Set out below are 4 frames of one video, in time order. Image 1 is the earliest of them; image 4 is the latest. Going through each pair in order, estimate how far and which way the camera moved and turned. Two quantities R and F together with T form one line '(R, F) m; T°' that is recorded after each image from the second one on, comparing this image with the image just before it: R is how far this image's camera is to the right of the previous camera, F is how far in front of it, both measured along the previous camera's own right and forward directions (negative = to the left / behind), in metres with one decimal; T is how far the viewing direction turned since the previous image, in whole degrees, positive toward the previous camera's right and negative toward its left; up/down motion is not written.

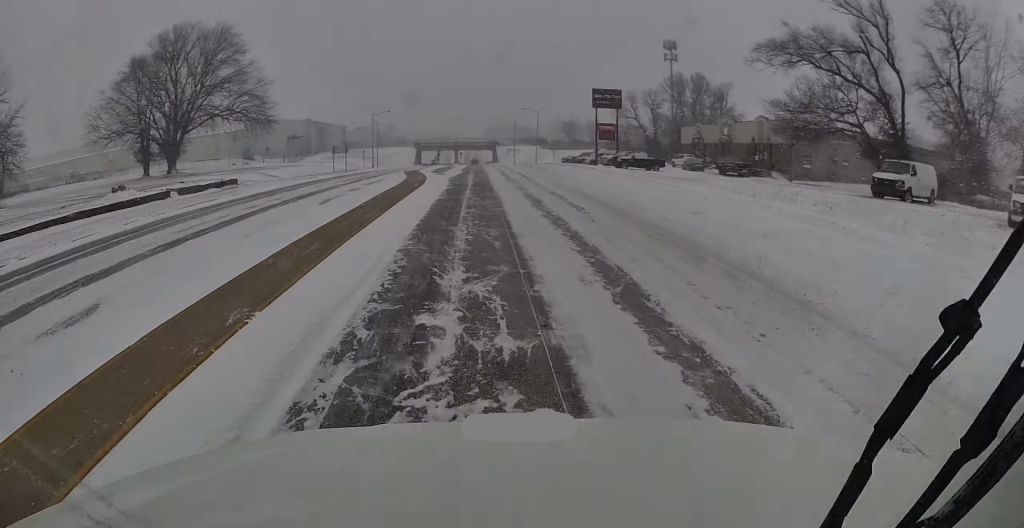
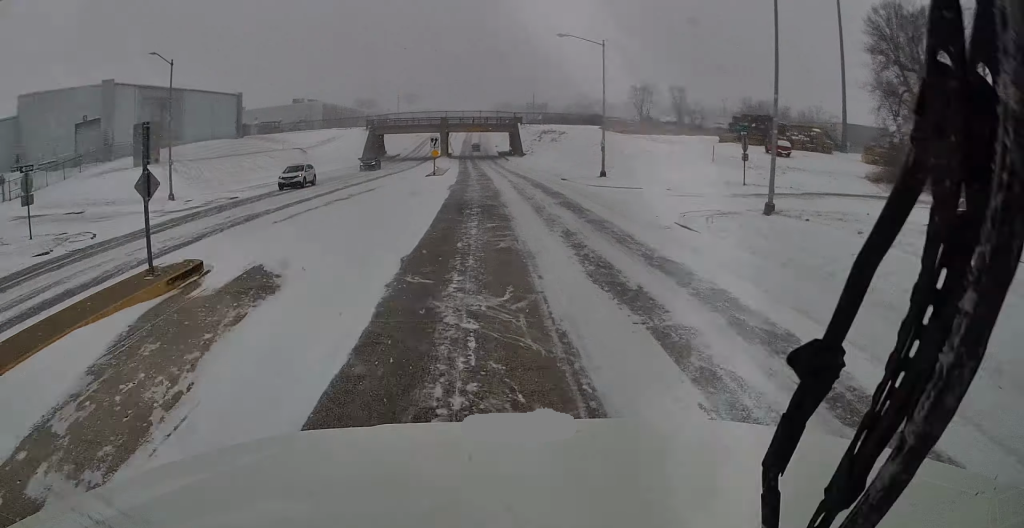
(-1.5, +83.2) m; 0°
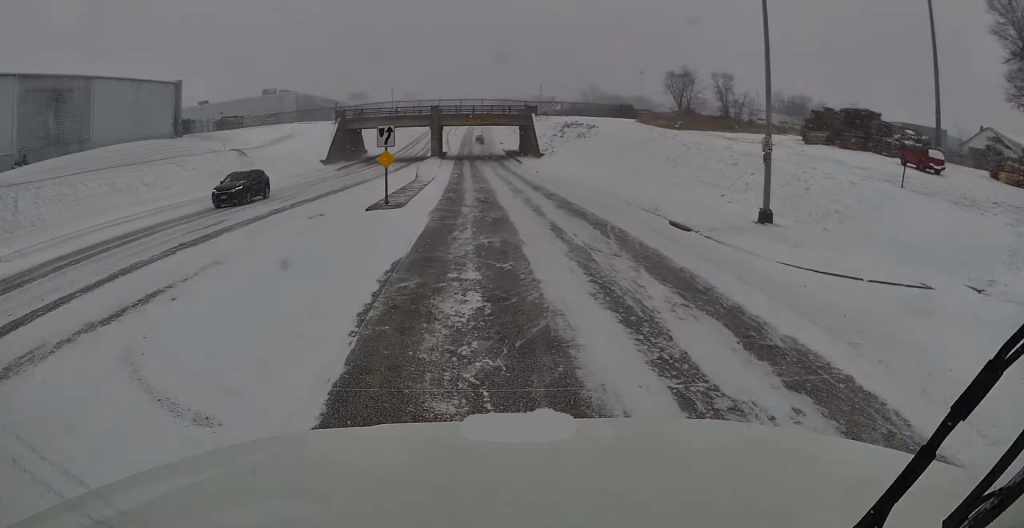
(+0.1, +21.8) m; -1°
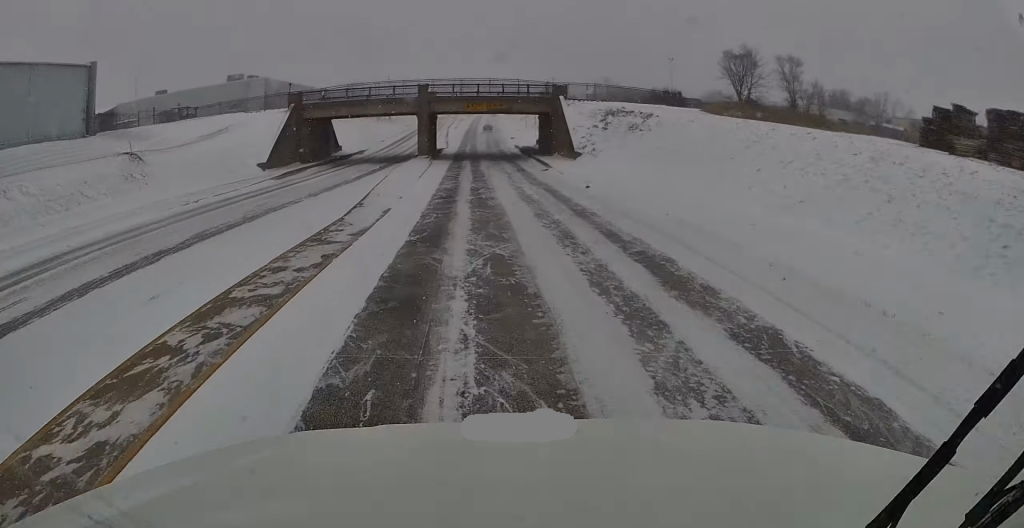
(-0.3, +20.7) m; +2°
